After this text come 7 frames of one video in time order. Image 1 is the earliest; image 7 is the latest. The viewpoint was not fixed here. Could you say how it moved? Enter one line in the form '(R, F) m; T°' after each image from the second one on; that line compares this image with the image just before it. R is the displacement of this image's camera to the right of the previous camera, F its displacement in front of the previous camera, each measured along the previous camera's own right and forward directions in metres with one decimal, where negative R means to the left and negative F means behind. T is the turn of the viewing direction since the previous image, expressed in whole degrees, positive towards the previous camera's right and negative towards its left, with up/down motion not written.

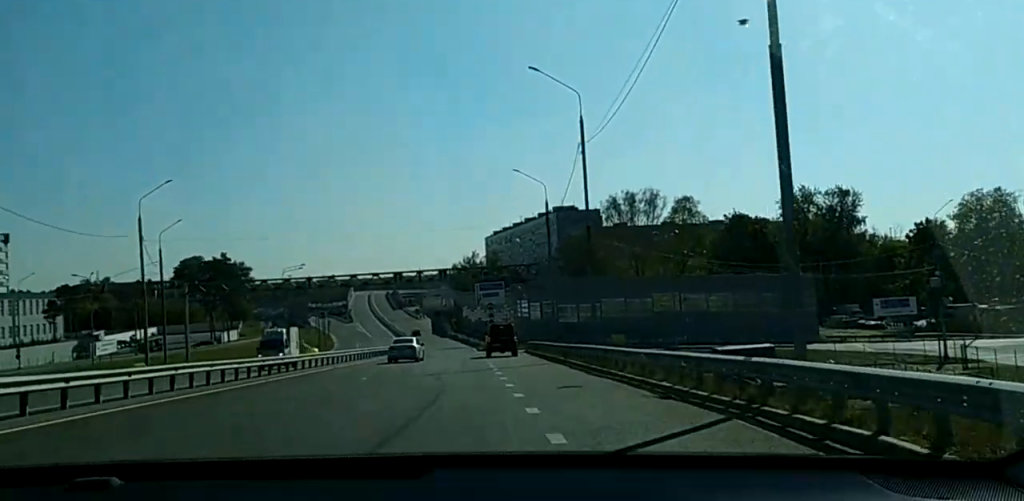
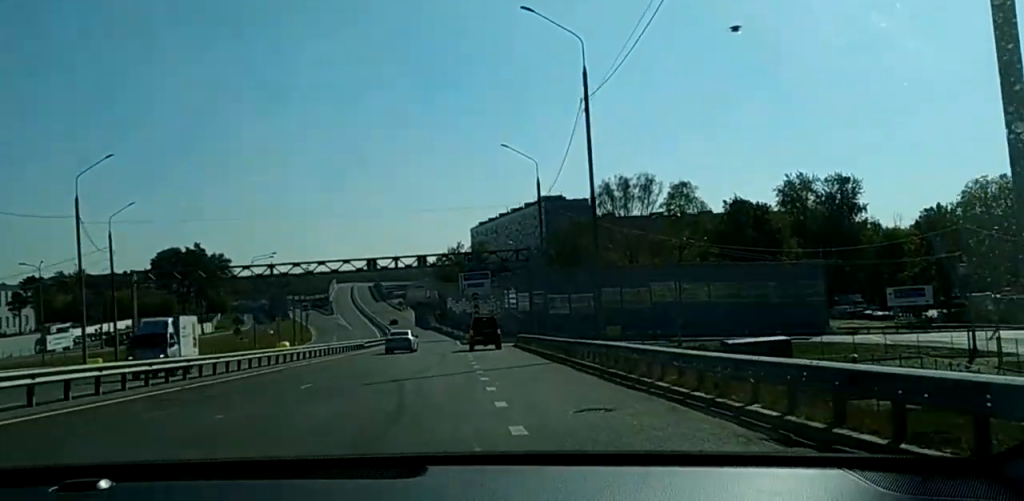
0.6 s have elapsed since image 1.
(+0.1, +8.1) m; 0°
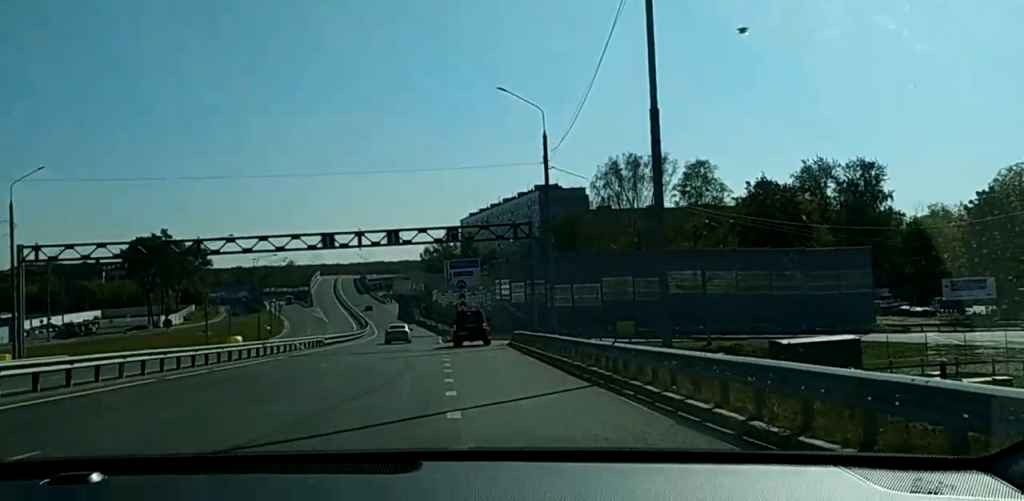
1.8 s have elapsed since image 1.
(-0.5, +16.3) m; -2°
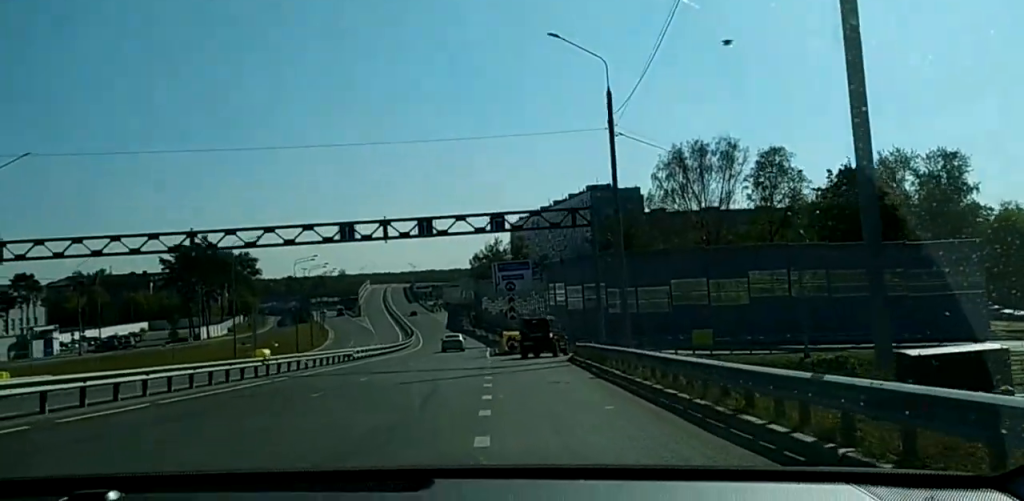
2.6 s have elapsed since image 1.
(-0.1, +10.3) m; +1°
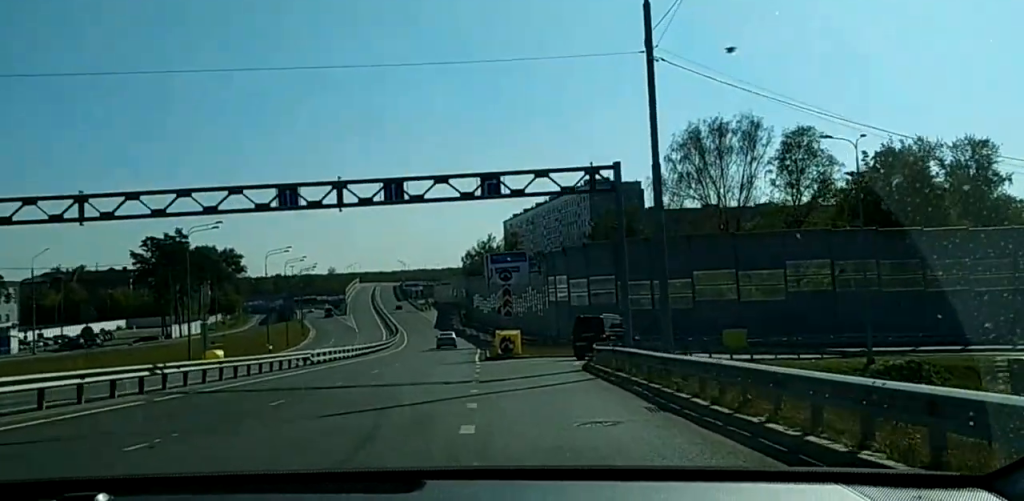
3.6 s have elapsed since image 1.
(+0.3, +12.0) m; +2°
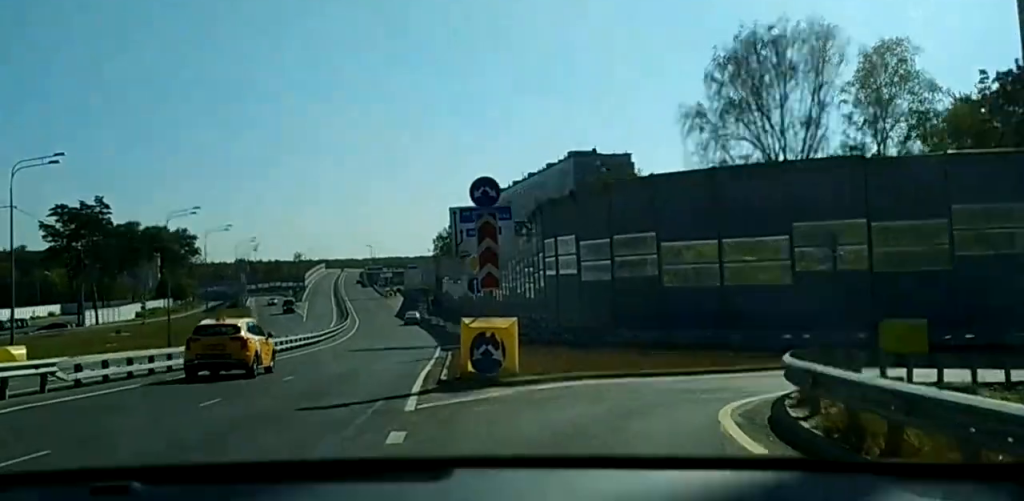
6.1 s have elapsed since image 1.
(-1.1, +27.1) m; -2°
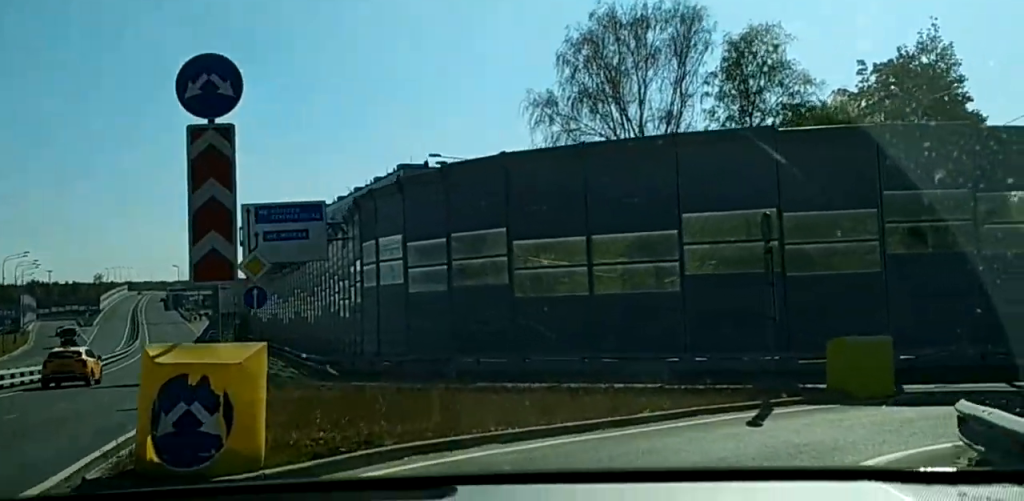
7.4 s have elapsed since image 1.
(+0.7, +10.6) m; +11°
